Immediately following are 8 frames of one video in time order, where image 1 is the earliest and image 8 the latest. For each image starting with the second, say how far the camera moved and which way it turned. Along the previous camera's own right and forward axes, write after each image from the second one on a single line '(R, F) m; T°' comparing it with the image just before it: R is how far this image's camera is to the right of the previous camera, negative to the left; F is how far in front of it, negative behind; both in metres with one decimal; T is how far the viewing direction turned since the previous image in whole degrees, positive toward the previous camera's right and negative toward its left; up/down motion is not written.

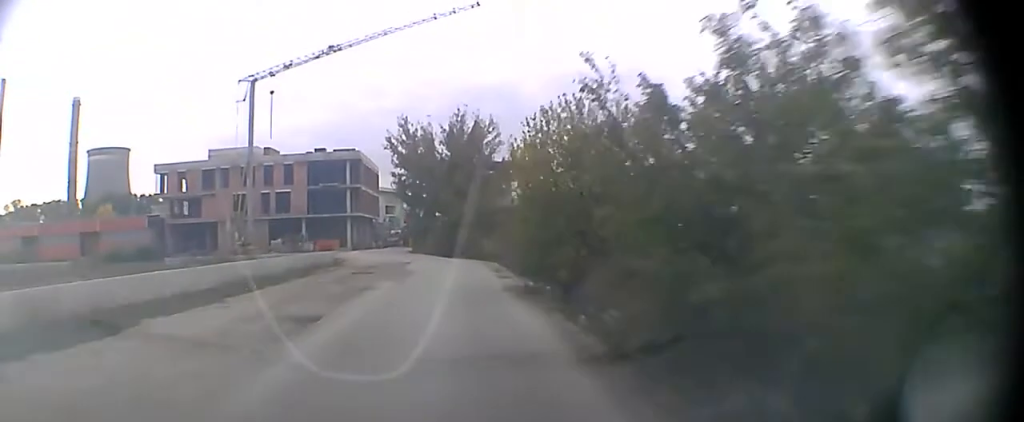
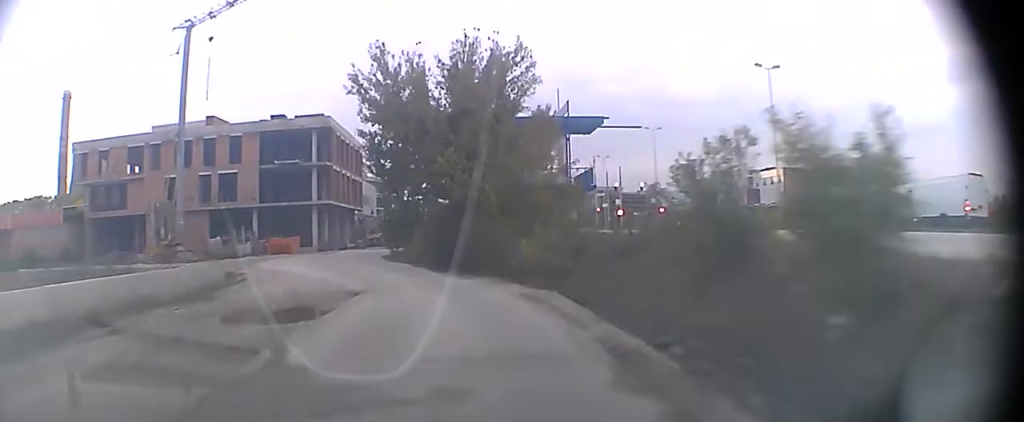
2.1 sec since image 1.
(-0.2, +22.5) m; -2°
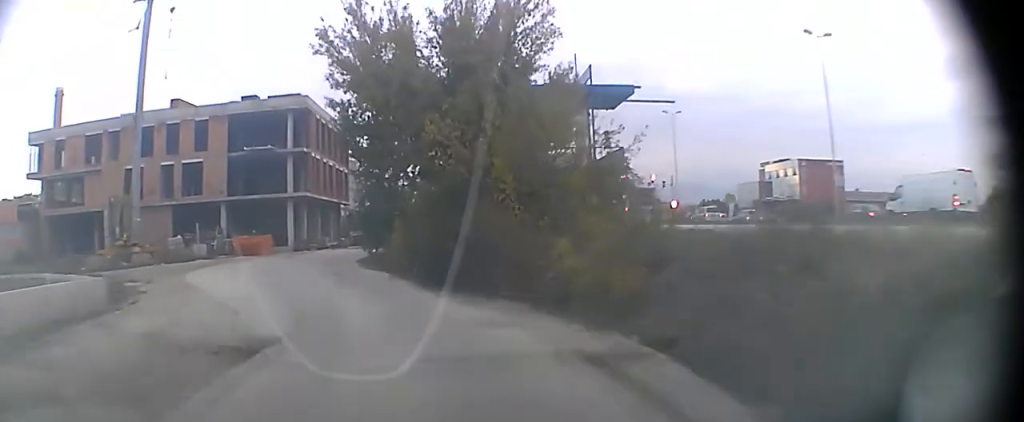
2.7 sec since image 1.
(-0.1, +7.5) m; -2°
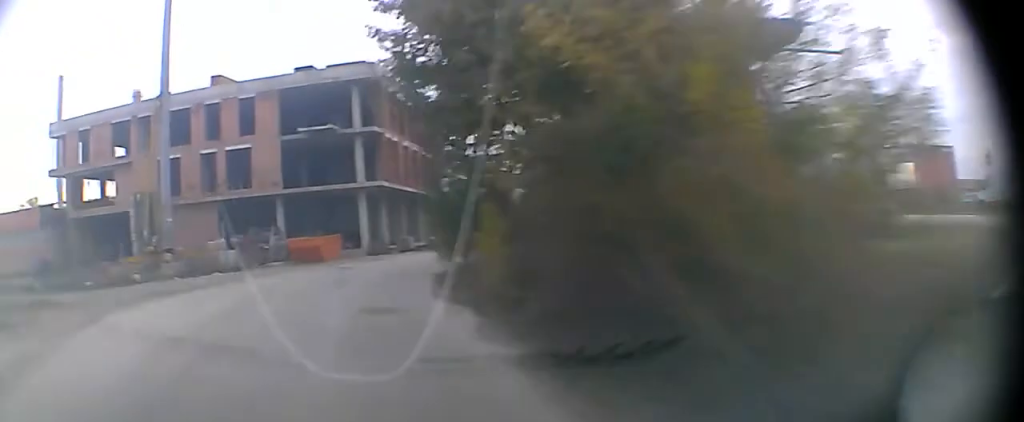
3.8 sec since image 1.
(-0.6, +11.8) m; -6°
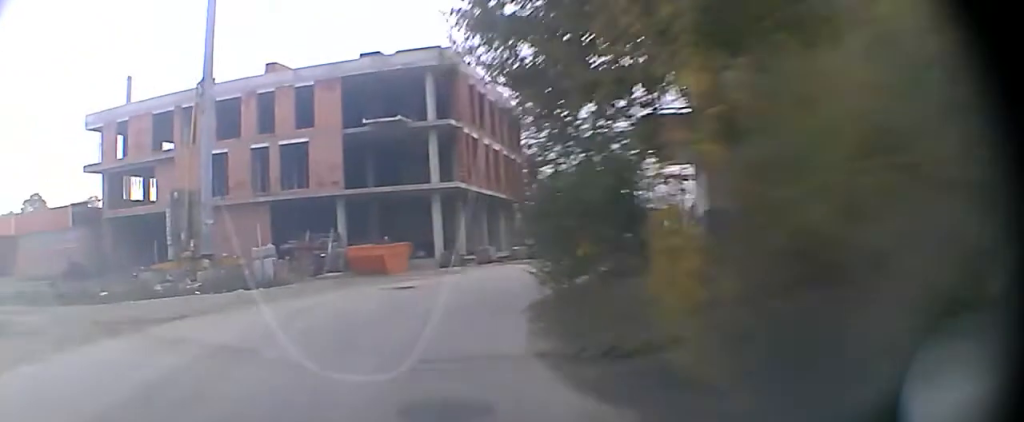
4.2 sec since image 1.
(-0.2, +4.4) m; -2°
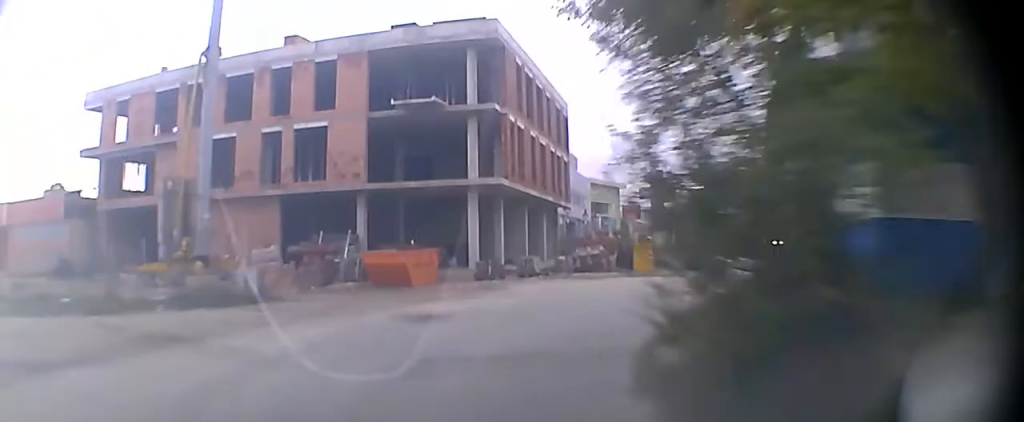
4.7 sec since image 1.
(-0.1, +5.0) m; +1°
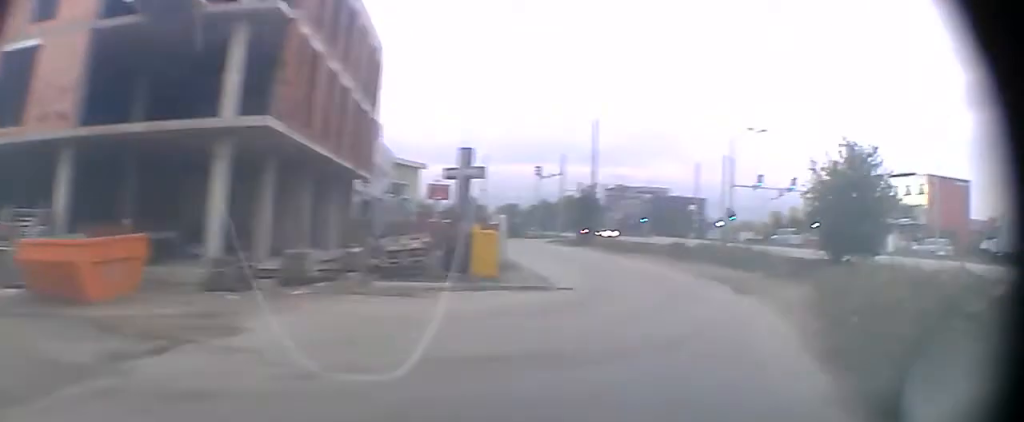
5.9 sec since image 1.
(+0.8, +12.2) m; +10°
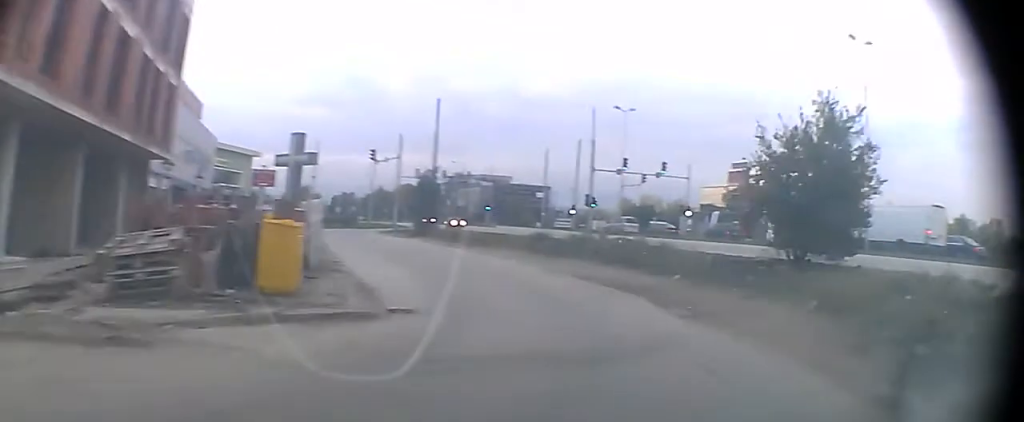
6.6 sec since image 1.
(+0.6, +7.4) m; +6°
